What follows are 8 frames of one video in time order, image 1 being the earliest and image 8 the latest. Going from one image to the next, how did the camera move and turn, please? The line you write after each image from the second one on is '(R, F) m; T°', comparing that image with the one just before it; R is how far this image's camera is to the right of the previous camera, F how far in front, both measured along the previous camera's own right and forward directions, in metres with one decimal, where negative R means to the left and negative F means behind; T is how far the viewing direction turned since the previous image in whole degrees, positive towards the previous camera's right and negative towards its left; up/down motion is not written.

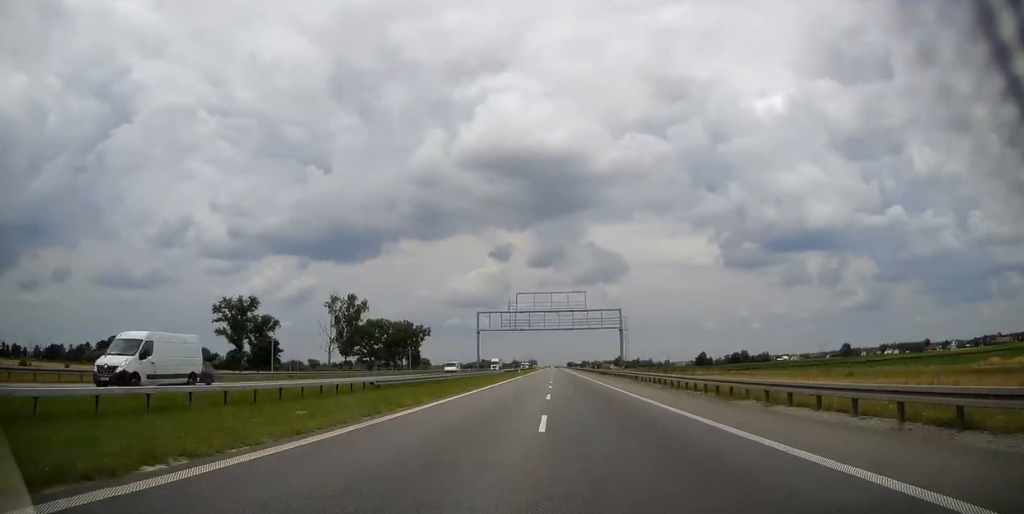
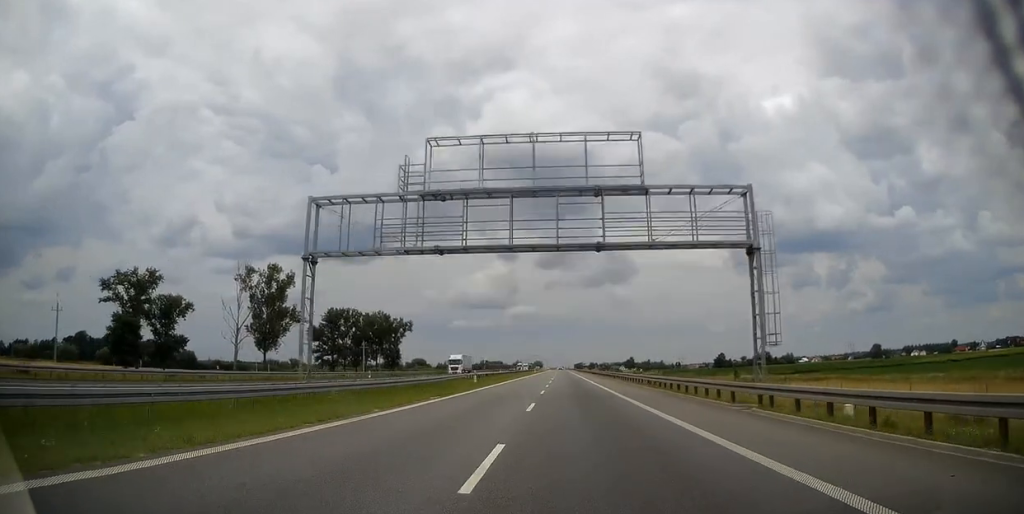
(-0.2, +54.2) m; 0°
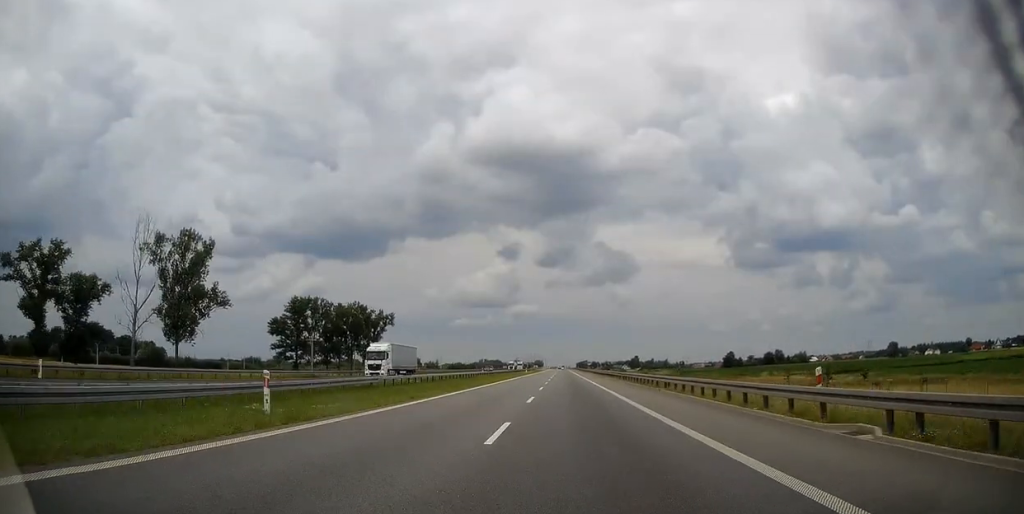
(-0.1, +32.3) m; 0°
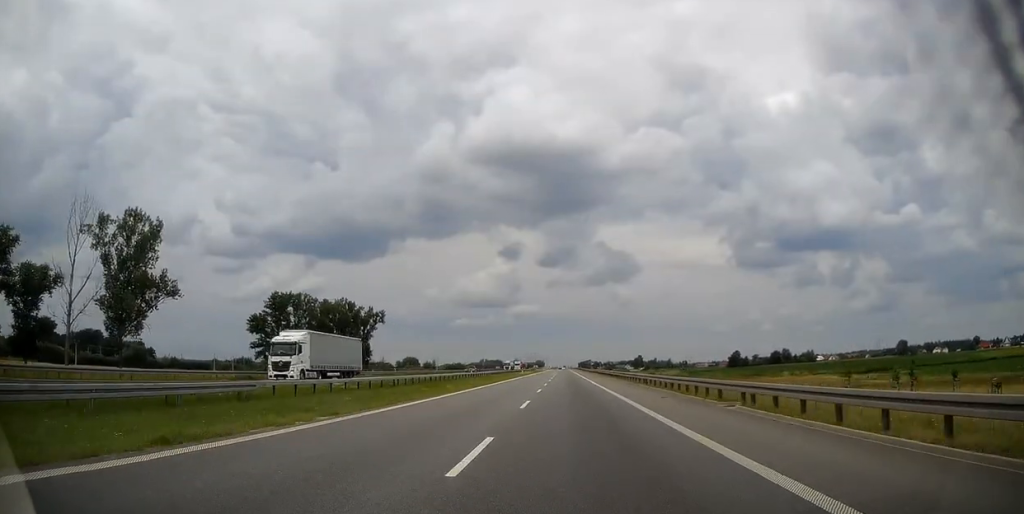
(-0.1, +15.0) m; 0°
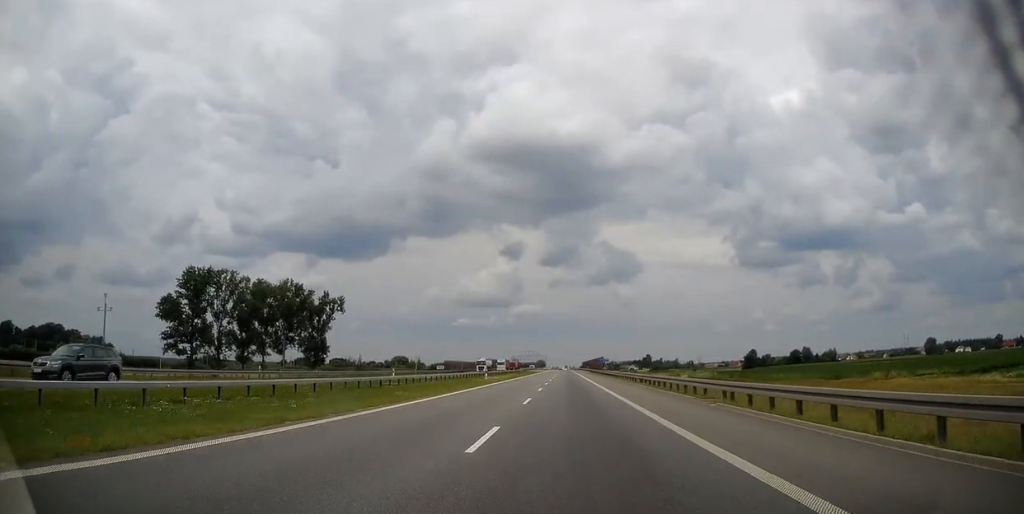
(-0.1, +46.0) m; 0°
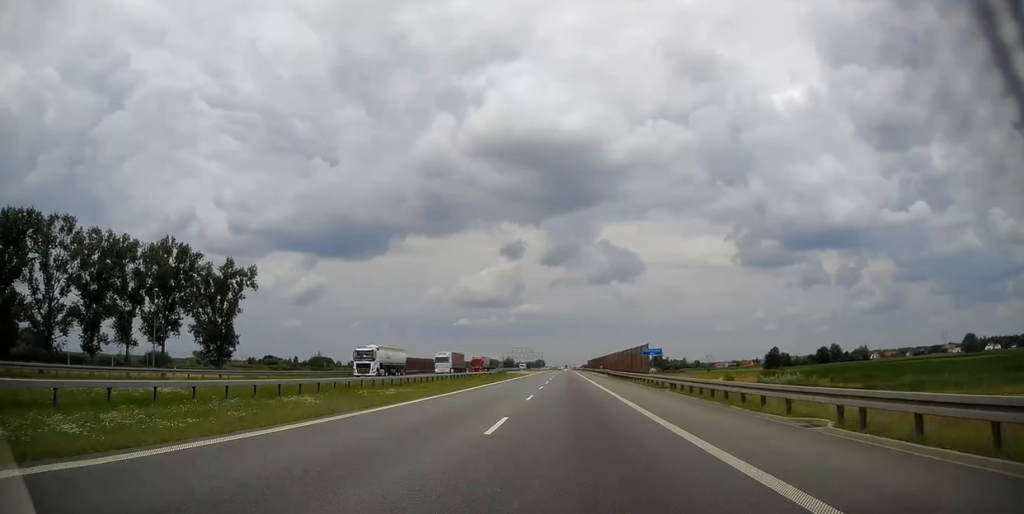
(-0.2, +57.6) m; 0°
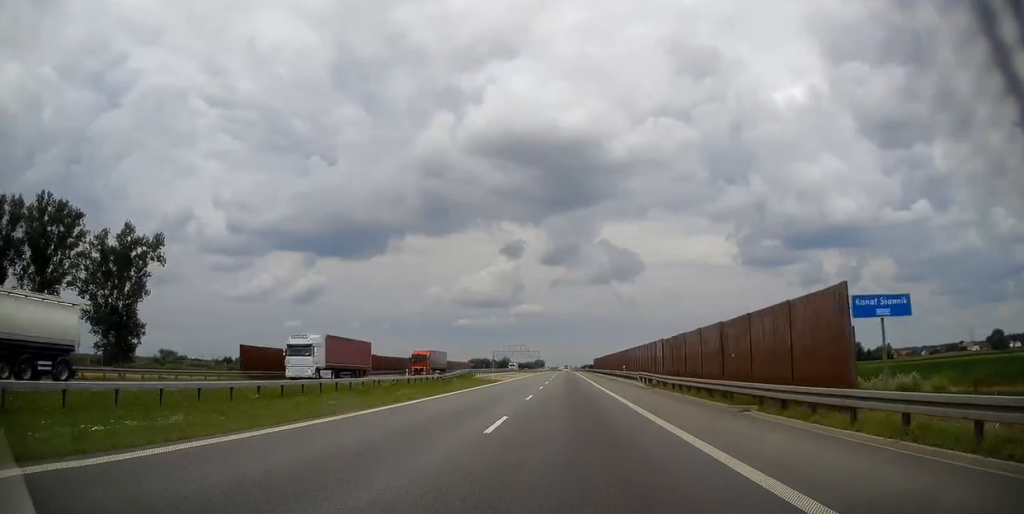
(+0.2, +35.8) m; 0°
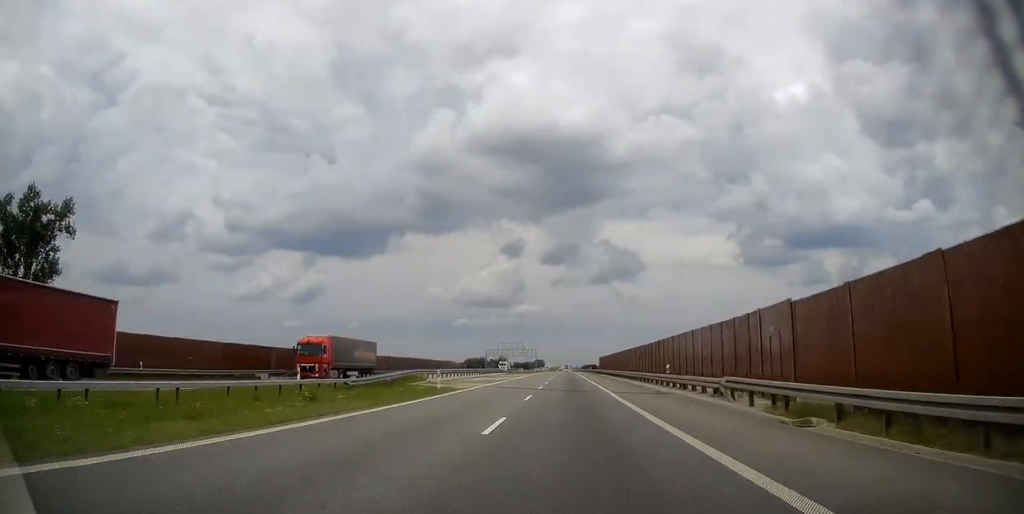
(0.0, +24.3) m; 0°
